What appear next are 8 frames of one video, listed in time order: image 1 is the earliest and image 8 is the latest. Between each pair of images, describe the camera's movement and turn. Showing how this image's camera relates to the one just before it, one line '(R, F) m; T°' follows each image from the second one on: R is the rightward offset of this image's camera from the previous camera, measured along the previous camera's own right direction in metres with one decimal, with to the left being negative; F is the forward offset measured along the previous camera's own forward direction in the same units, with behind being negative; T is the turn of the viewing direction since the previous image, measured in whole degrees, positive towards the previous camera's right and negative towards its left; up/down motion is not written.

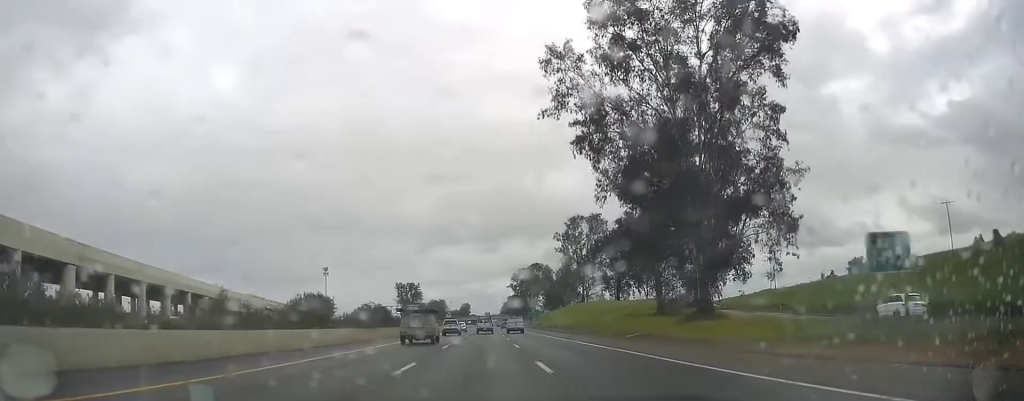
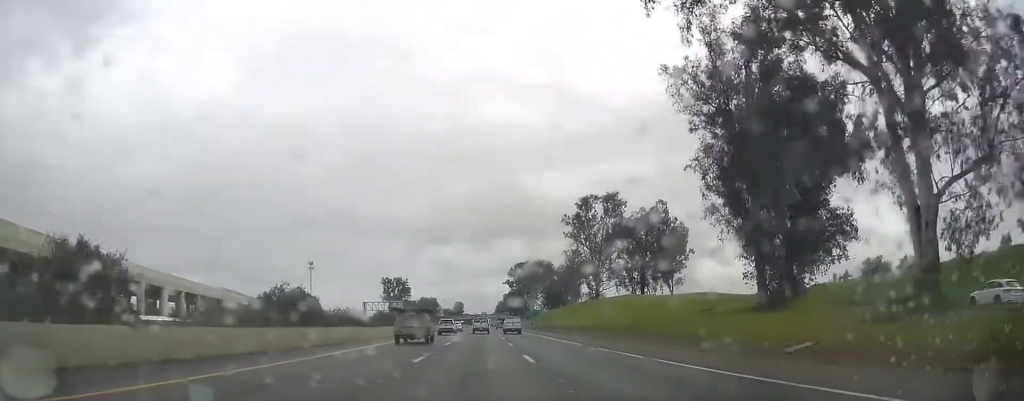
(+0.3, +23.9) m; +1°
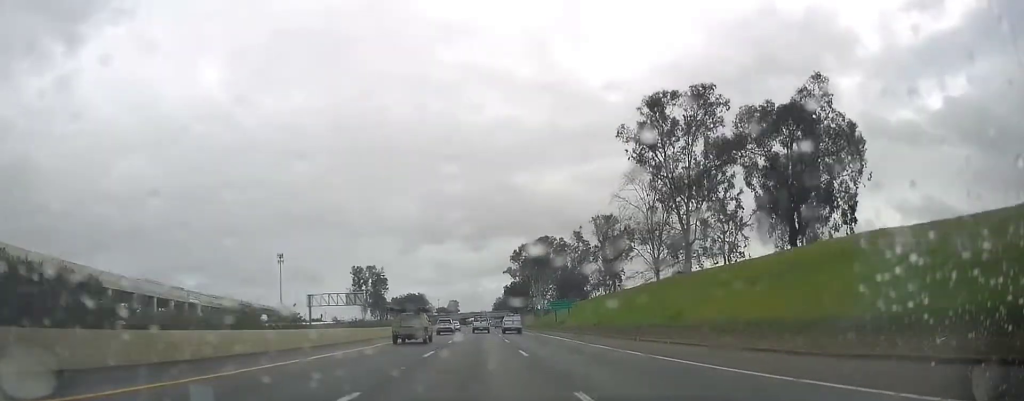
(+0.8, +57.6) m; +1°
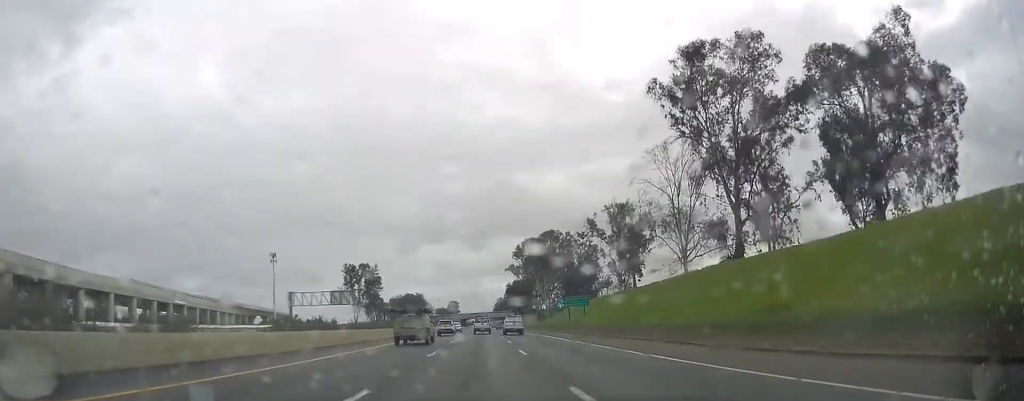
(+0.2, +14.1) m; 0°
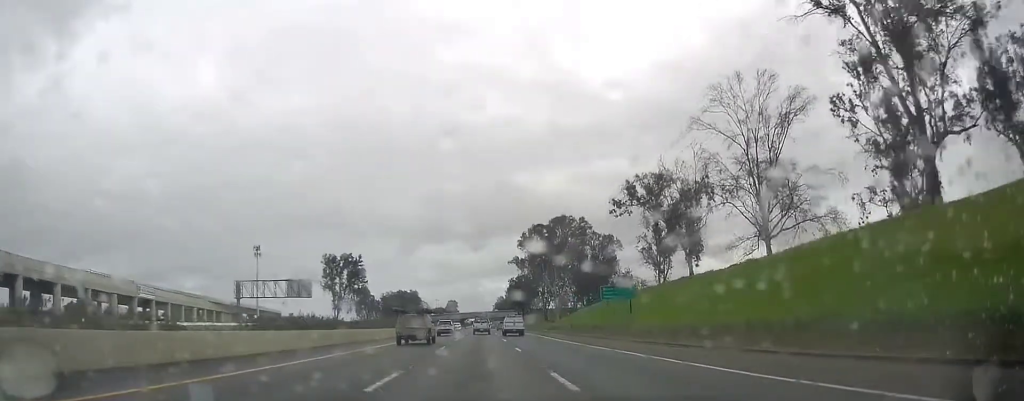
(-0.1, +27.0) m; 0°
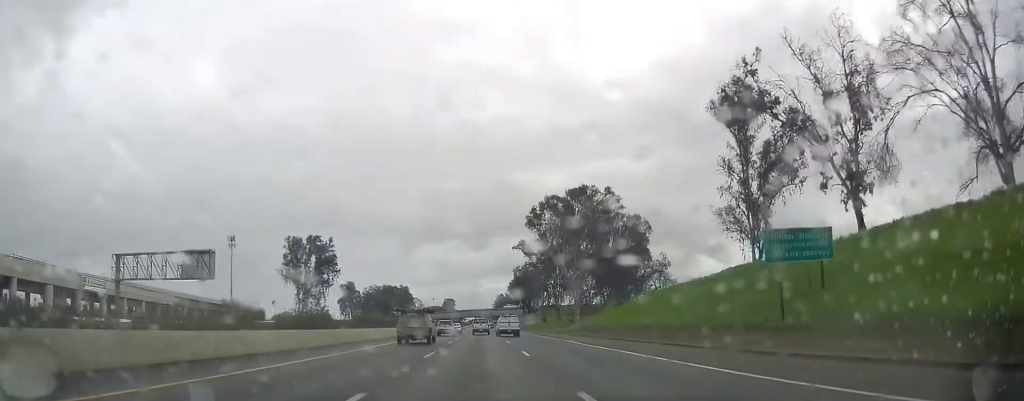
(+0.1, +33.3) m; +1°
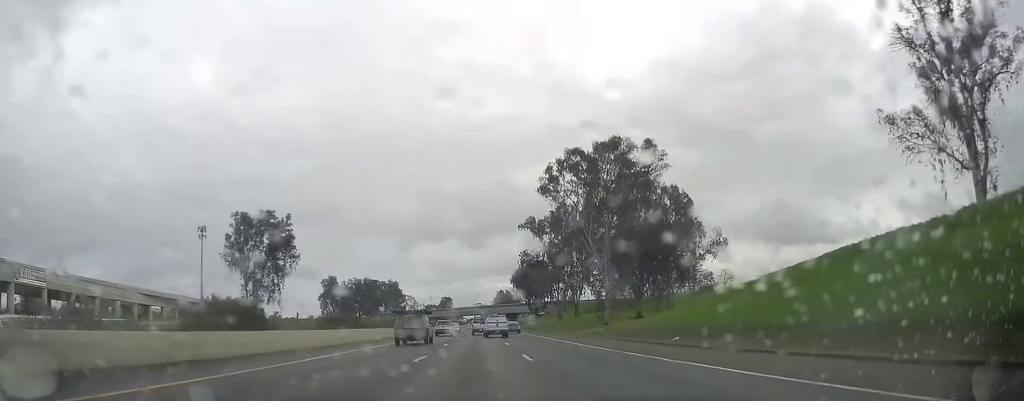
(+0.3, +32.0) m; 0°
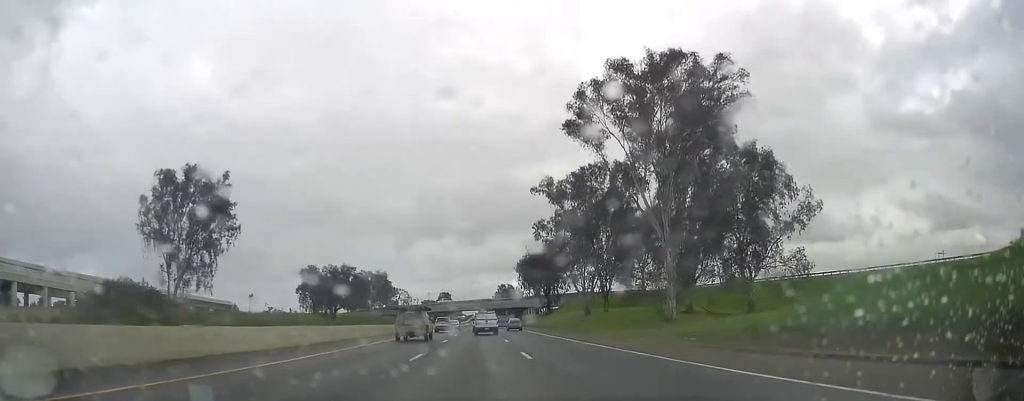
(-0.3, +30.8) m; -1°
